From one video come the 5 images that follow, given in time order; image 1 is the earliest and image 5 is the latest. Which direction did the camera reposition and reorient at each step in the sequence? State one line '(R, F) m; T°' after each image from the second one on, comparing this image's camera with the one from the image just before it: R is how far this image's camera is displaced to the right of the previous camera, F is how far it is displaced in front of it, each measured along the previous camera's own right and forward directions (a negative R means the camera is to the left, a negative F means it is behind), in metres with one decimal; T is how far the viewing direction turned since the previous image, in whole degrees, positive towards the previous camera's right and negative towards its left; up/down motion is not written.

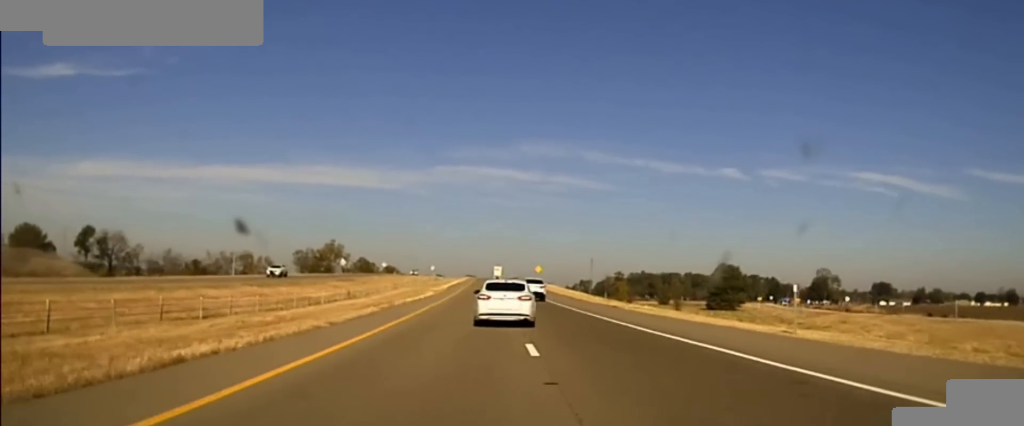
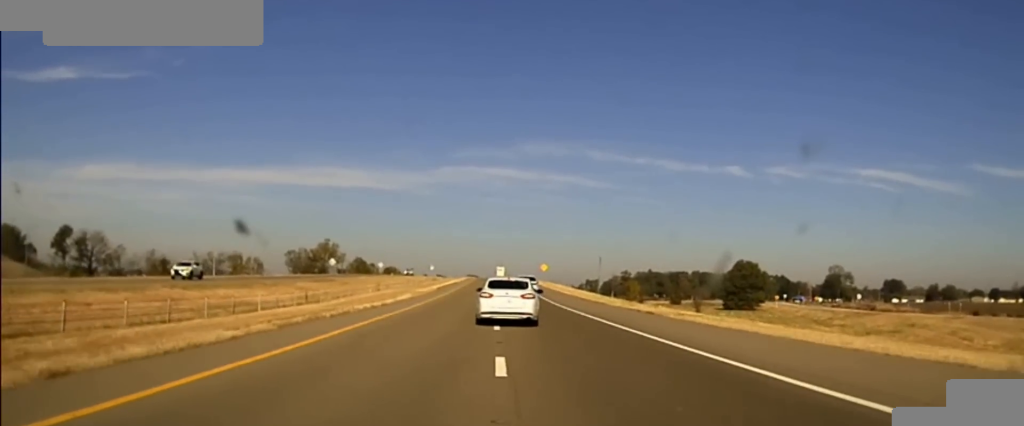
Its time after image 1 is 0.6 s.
(0.0, +15.3) m; 0°
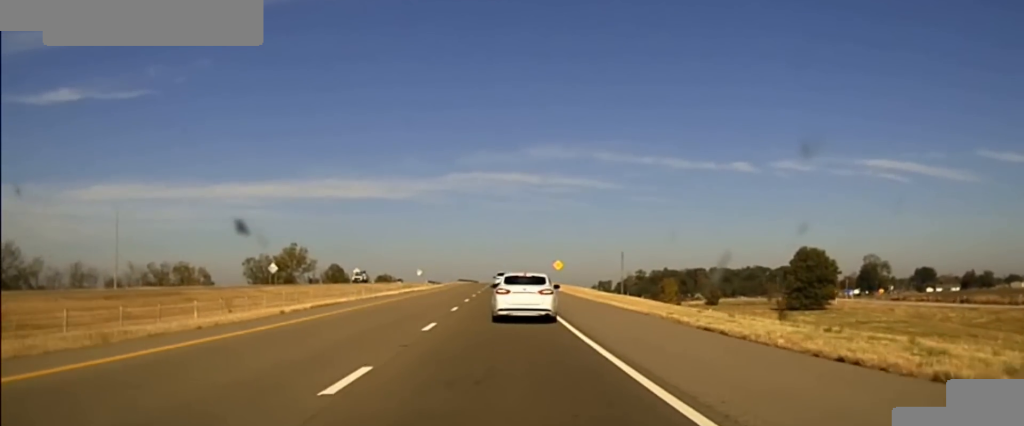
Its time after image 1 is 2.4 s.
(-0.9, +47.8) m; -2°
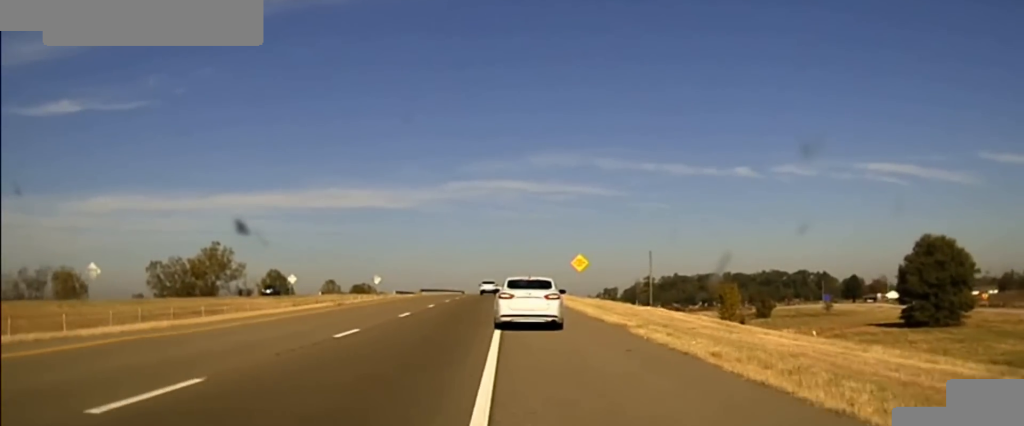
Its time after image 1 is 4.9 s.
(+0.7, +53.8) m; +1°
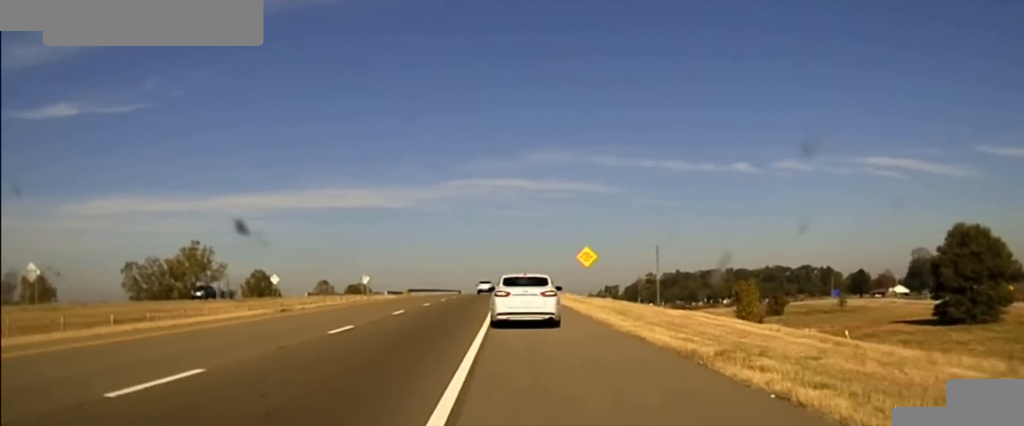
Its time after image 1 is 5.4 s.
(+0.1, +9.0) m; 0°
